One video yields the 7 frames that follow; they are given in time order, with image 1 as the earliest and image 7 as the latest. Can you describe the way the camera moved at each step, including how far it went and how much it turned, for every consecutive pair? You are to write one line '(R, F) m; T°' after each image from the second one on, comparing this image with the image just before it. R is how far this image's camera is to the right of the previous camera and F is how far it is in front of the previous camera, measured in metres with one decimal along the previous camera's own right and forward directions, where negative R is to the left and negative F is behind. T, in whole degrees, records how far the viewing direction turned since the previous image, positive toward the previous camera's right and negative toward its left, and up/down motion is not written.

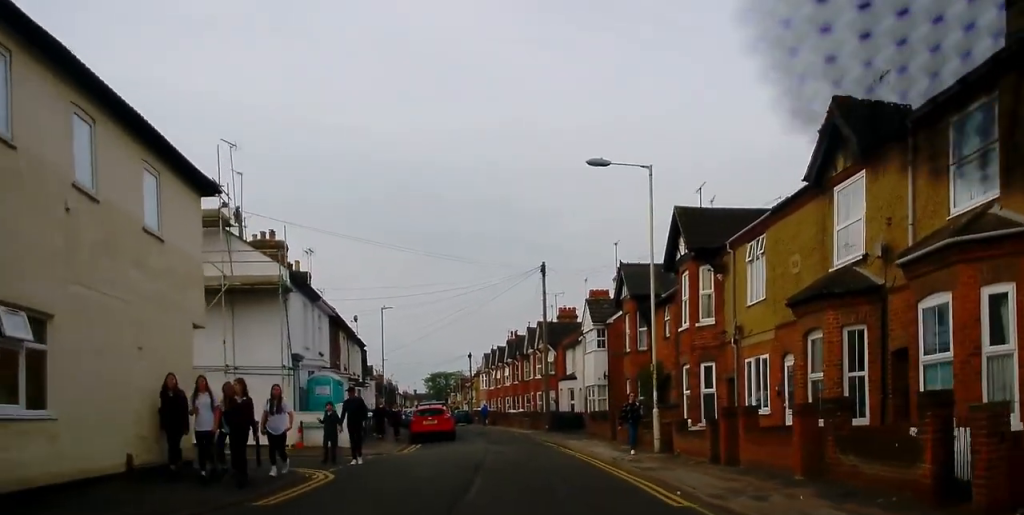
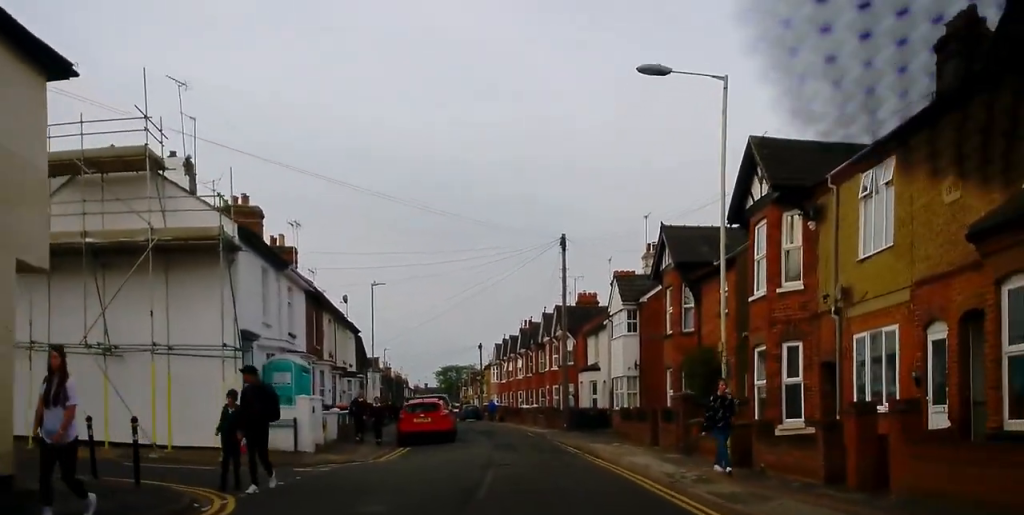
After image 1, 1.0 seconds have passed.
(0.0, +5.8) m; 0°
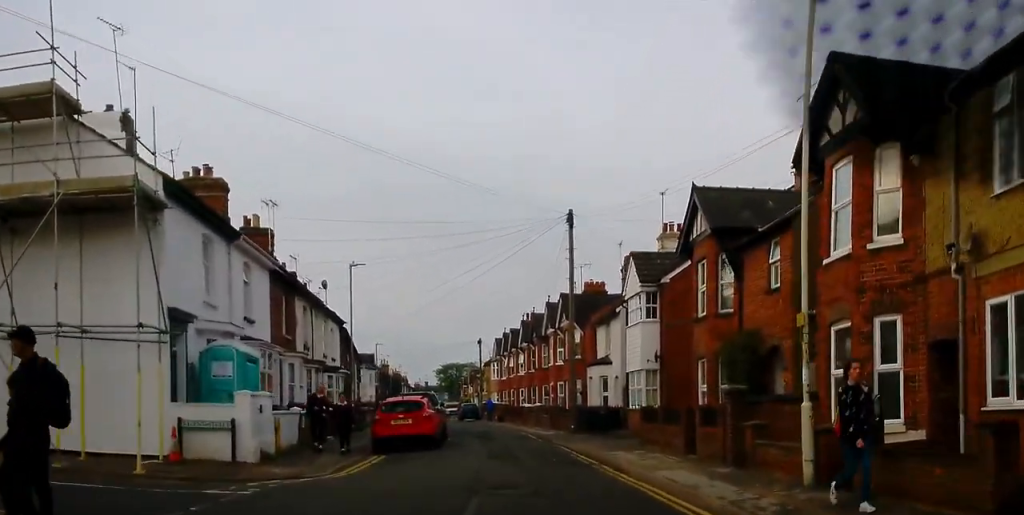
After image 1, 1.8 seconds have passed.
(0.0, +4.3) m; 0°
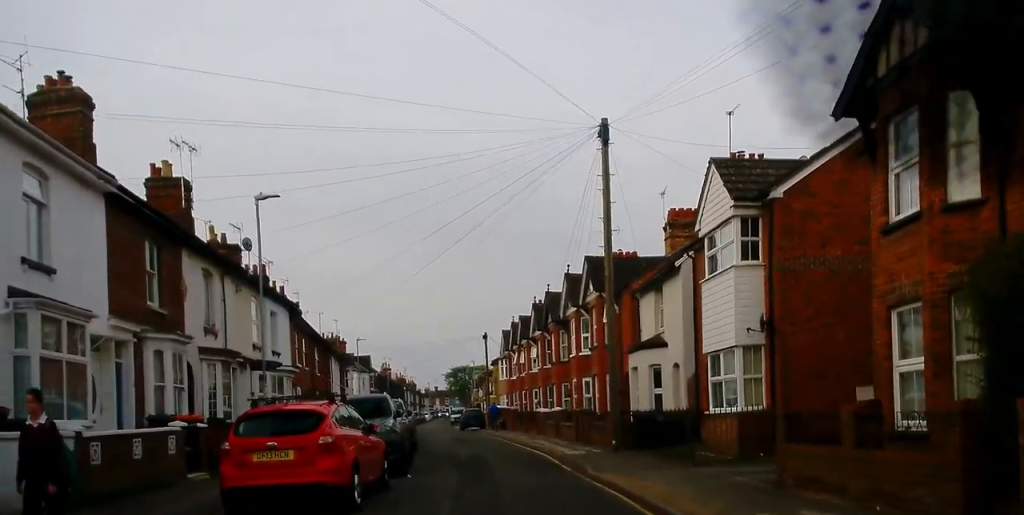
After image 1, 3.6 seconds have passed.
(-0.2, +11.0) m; -2°
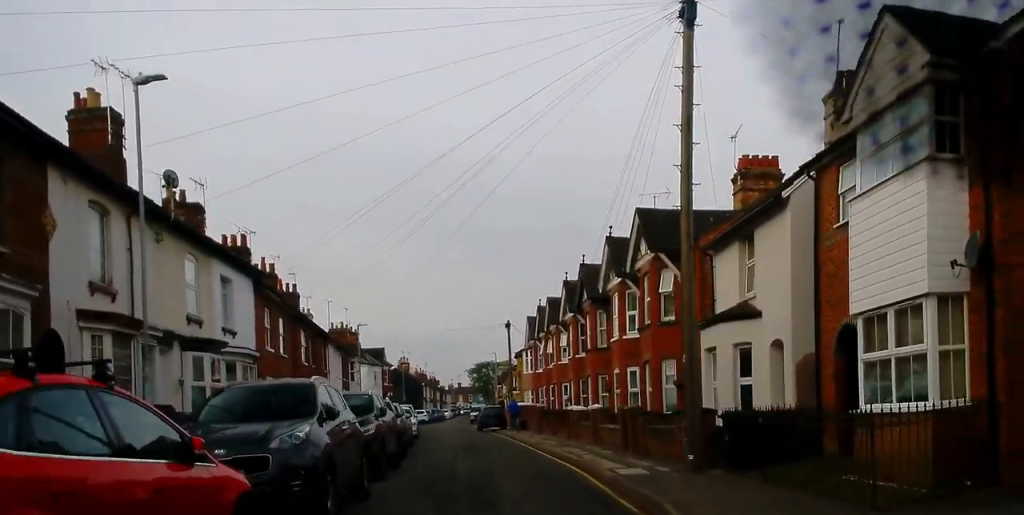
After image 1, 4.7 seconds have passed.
(-0.2, +7.3) m; -3°
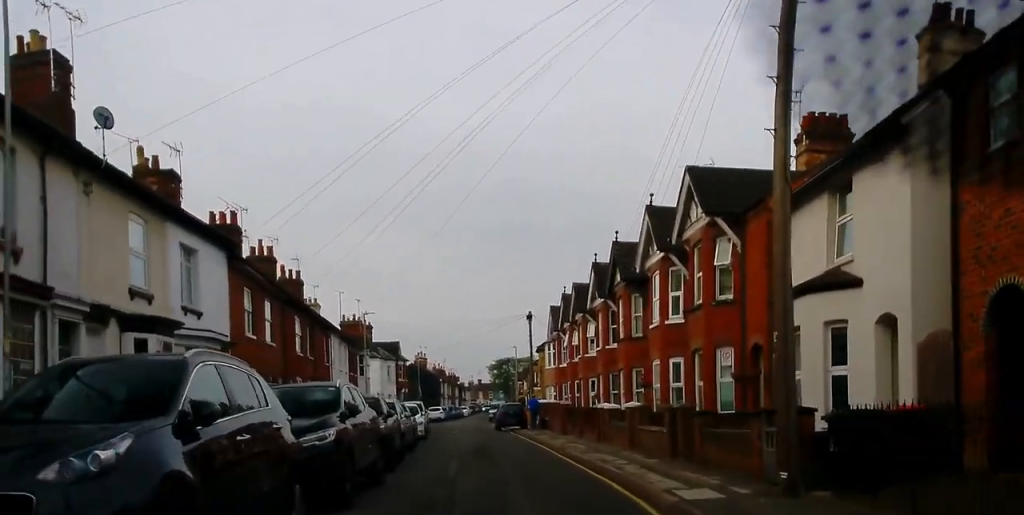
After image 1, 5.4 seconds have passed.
(0.0, +4.2) m; -3°
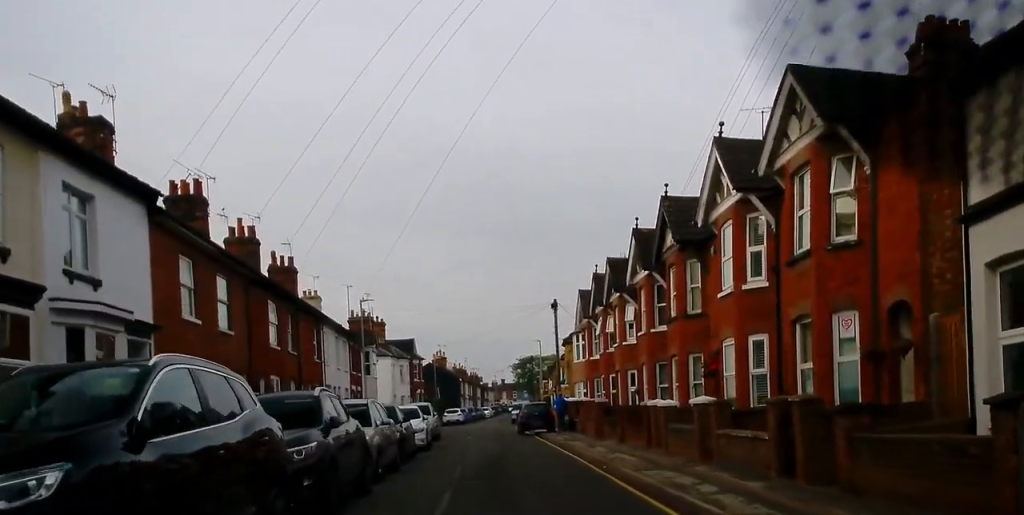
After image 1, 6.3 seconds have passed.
(-0.3, +6.1) m; -1°
